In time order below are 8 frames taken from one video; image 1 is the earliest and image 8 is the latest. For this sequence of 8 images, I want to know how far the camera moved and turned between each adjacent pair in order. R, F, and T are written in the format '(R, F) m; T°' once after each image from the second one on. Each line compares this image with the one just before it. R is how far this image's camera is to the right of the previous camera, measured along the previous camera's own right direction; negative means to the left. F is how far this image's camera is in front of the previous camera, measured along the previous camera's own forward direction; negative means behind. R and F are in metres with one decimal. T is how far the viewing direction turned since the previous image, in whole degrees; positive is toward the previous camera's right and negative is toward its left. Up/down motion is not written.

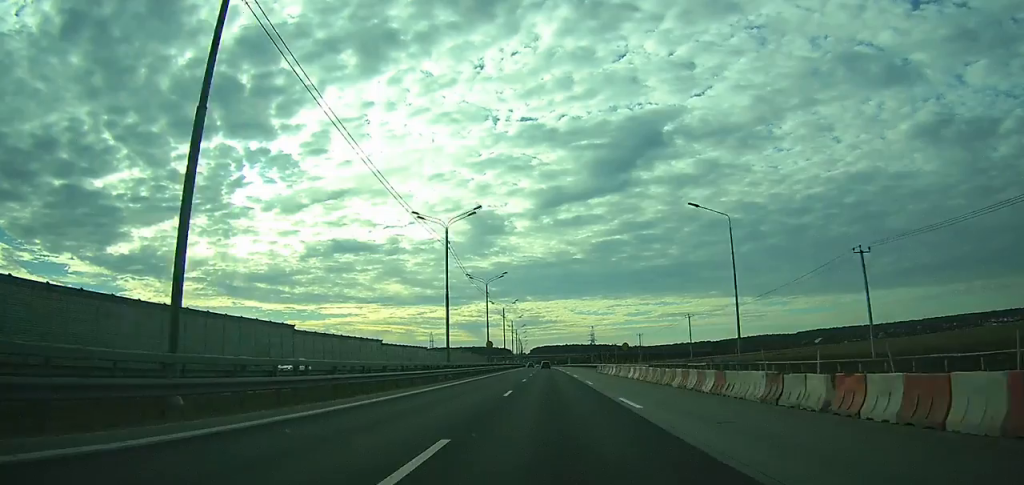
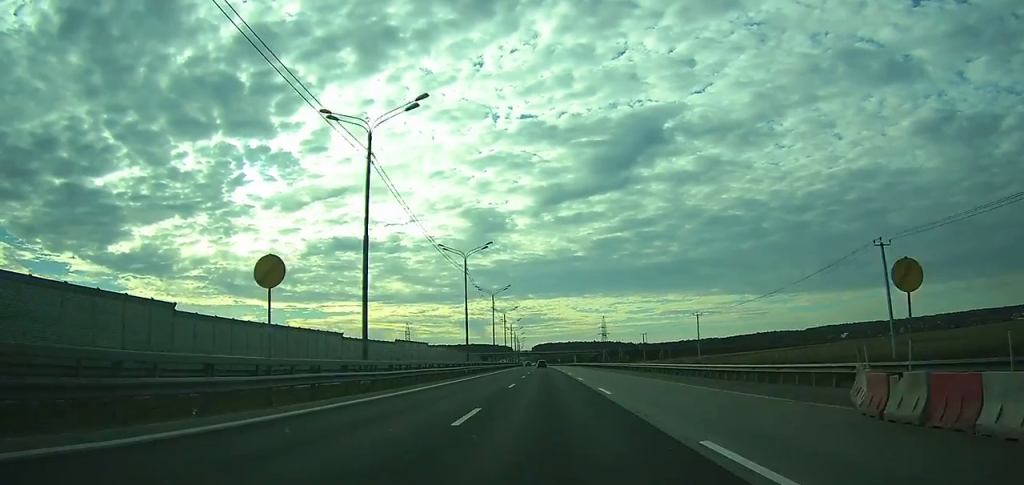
(-0.1, +50.8) m; 0°
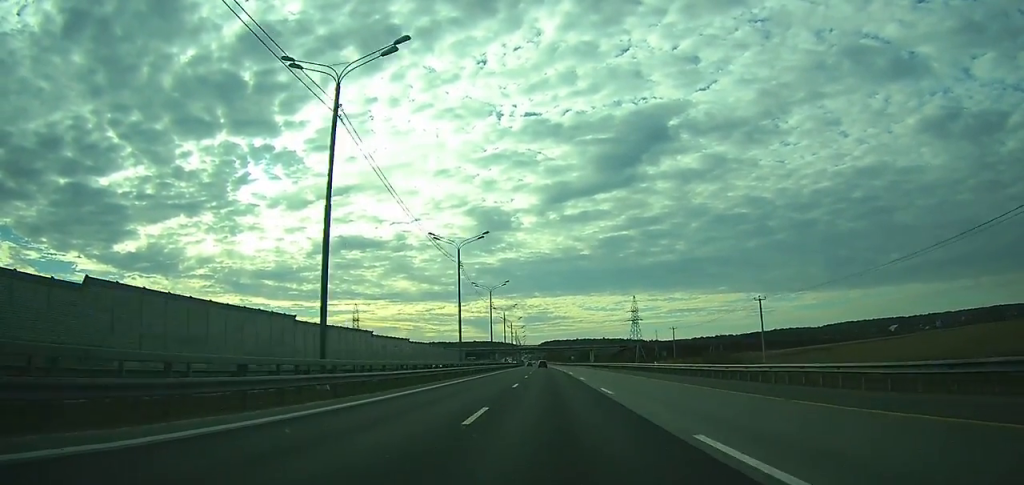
(-0.3, +72.5) m; -1°
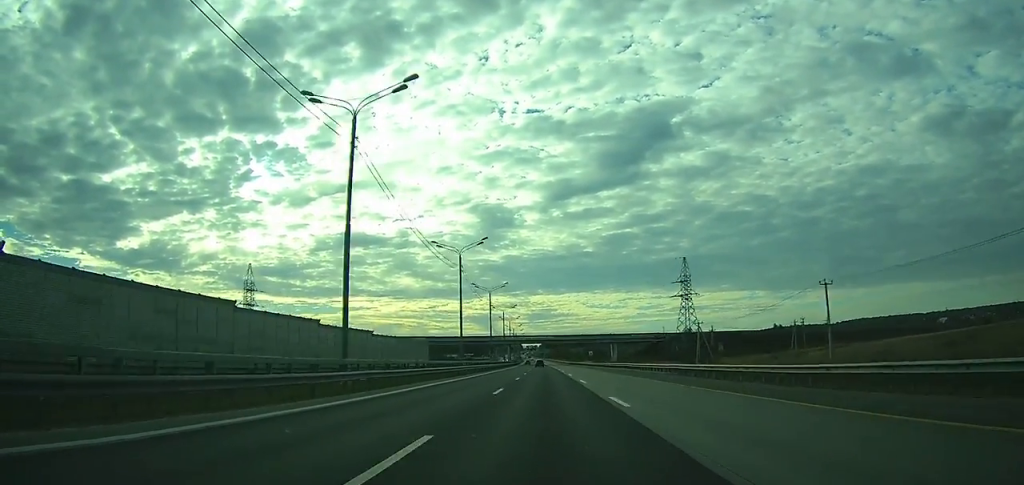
(-0.7, +73.1) m; -1°
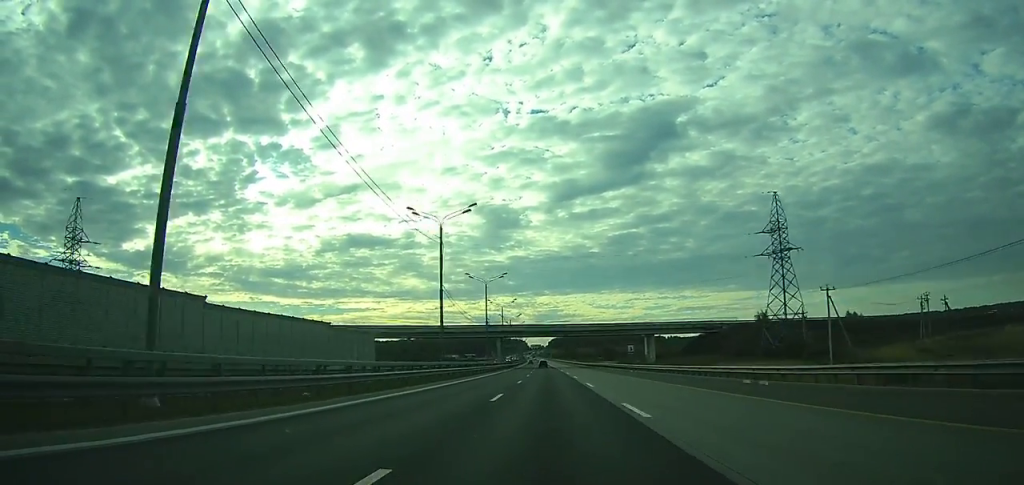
(-0.3, +55.5) m; 0°
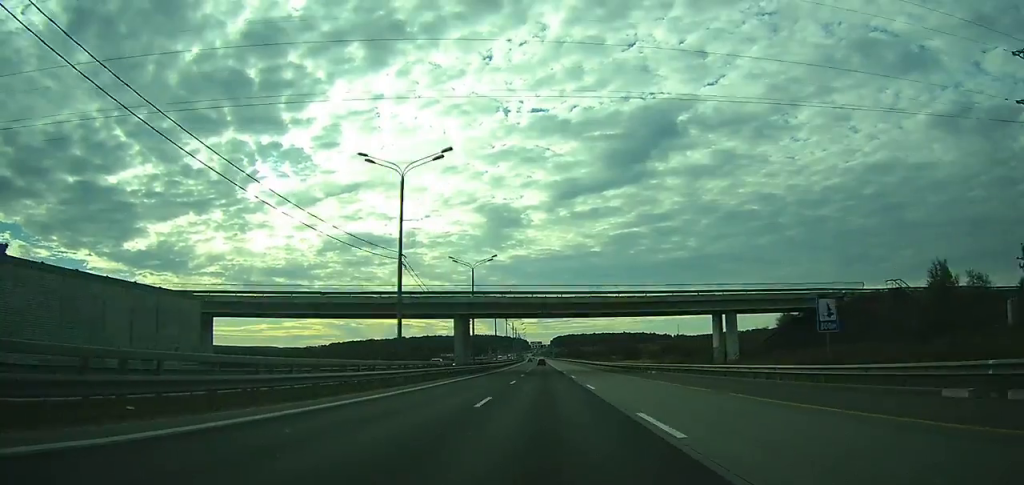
(0.0, +53.5) m; 0°
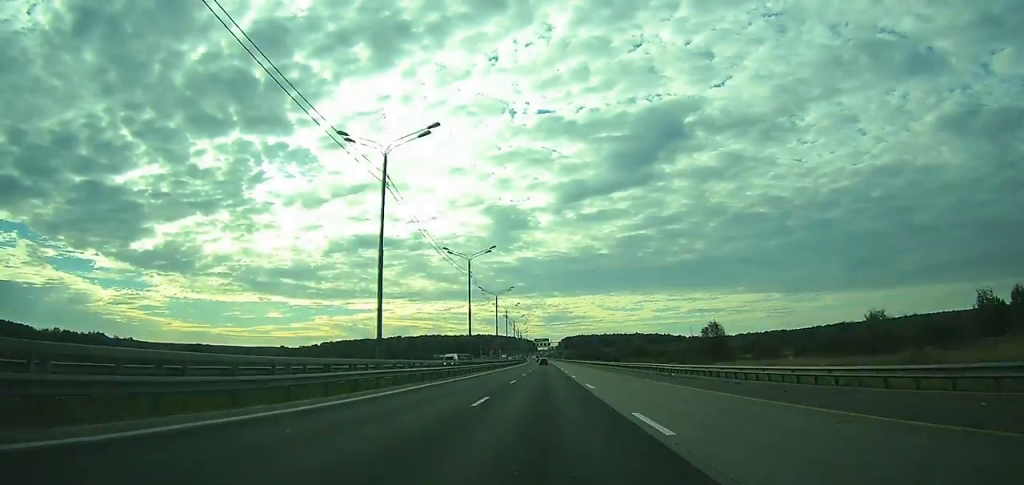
(-0.7, +81.3) m; -1°
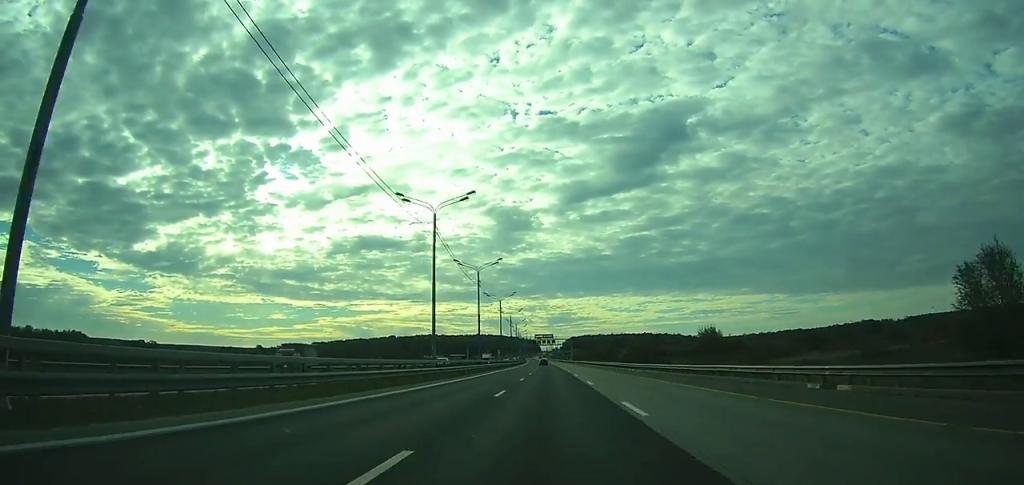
(-0.1, +62.0) m; 0°
